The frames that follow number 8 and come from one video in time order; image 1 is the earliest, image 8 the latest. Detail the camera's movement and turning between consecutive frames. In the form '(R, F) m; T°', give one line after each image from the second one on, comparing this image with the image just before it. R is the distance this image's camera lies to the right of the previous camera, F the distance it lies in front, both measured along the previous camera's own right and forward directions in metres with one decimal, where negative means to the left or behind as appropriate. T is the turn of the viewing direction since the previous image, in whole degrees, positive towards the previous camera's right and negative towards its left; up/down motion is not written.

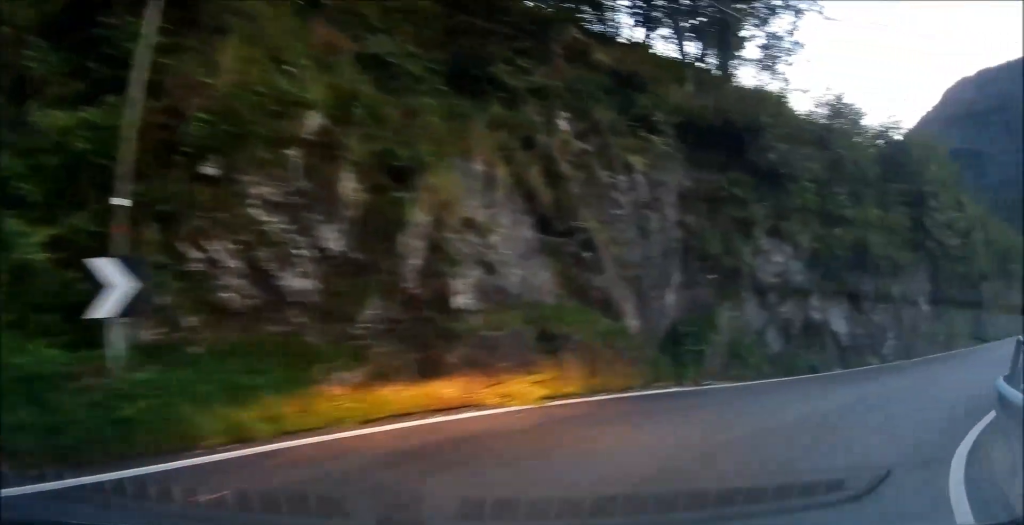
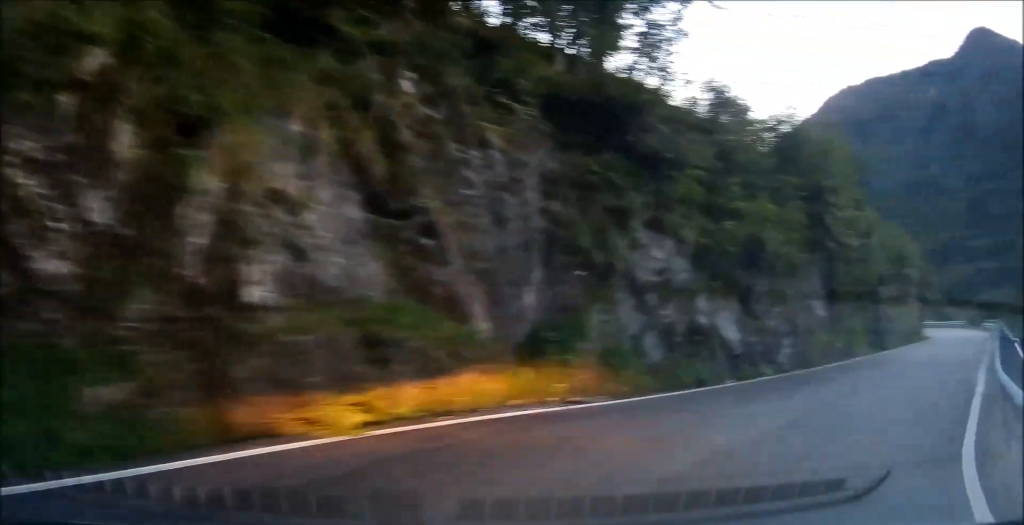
(+0.7, +2.3) m; +9°
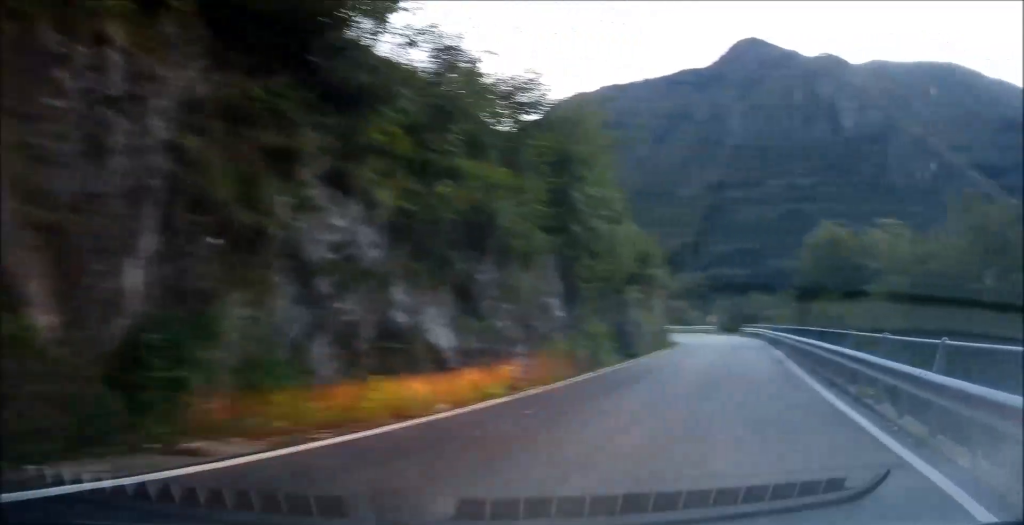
(+0.6, +5.0) m; +10°
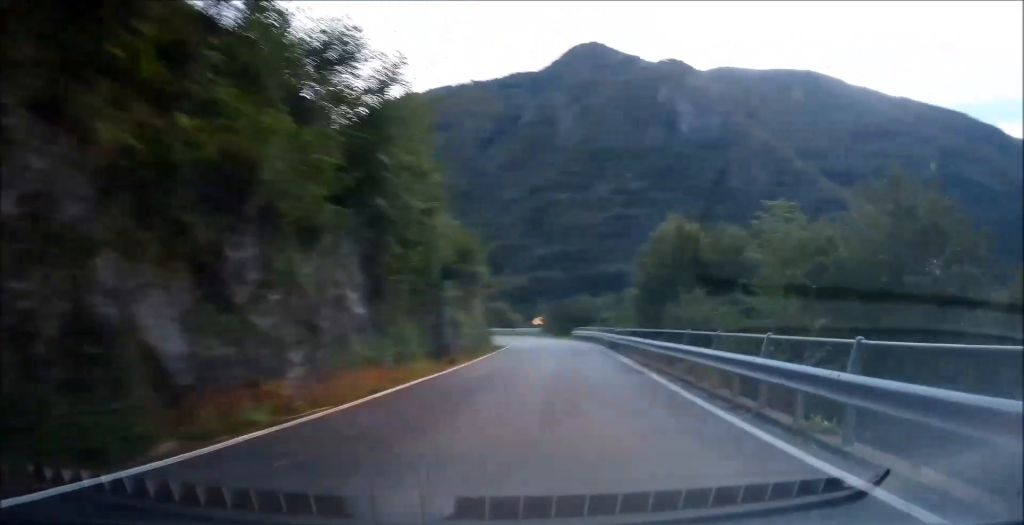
(-0.2, +4.0) m; +4°
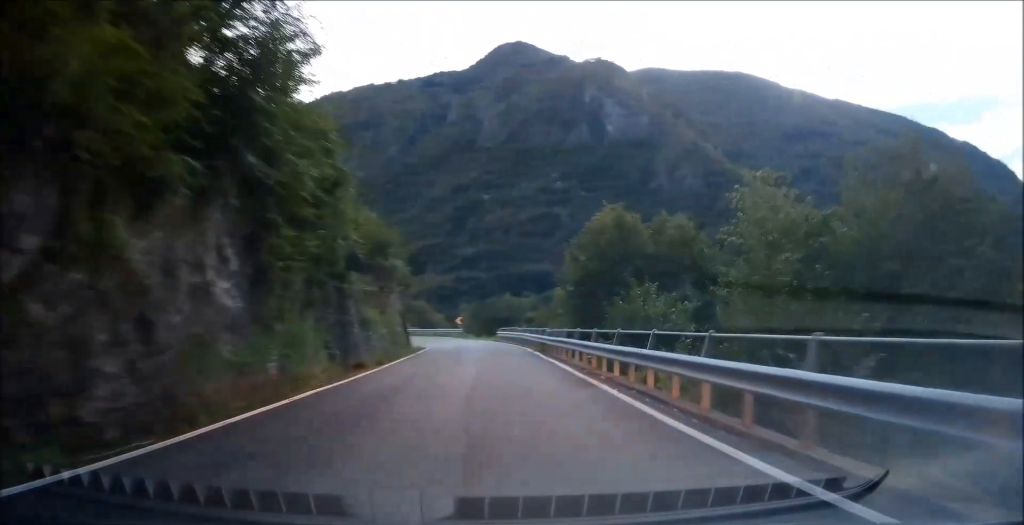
(+0.4, +4.1) m; +4°
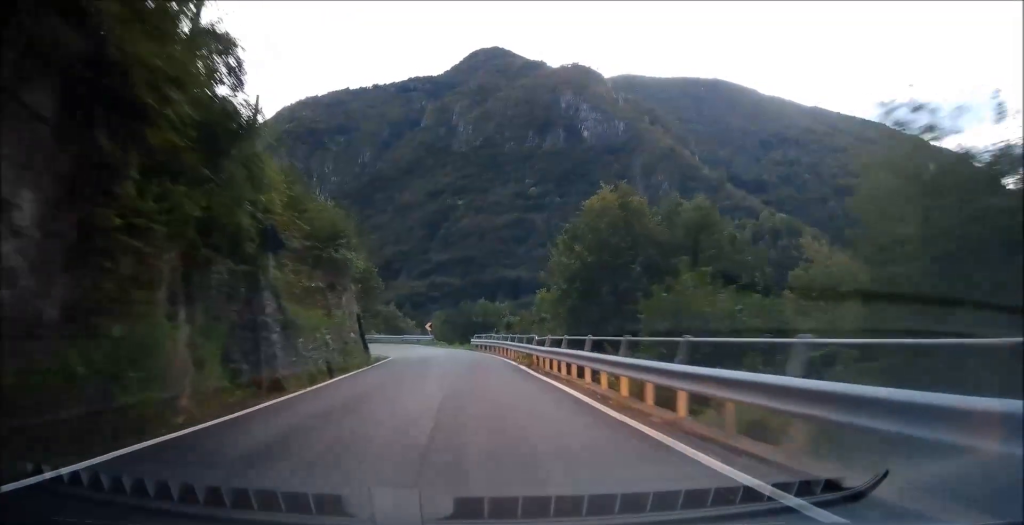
(+0.4, +6.8) m; +5°
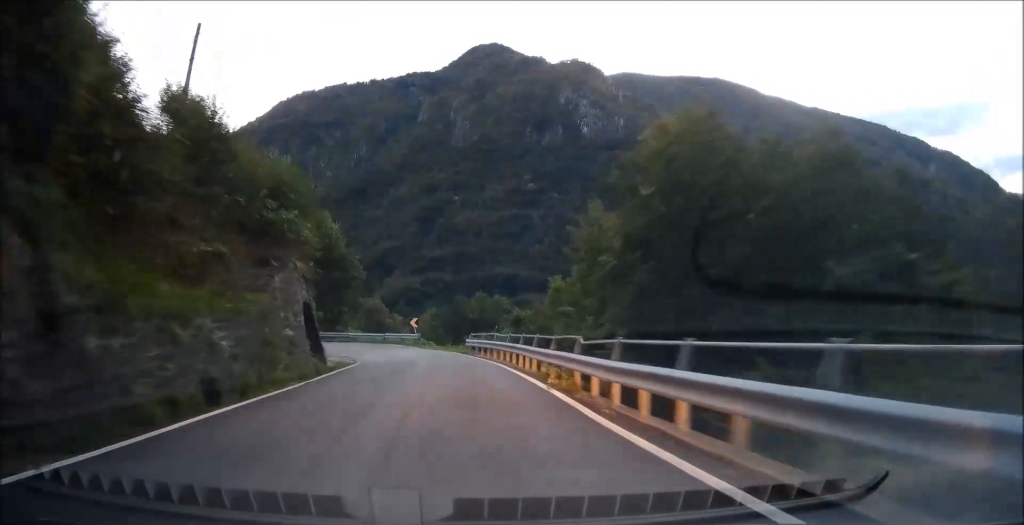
(+0.3, +10.4) m; -1°
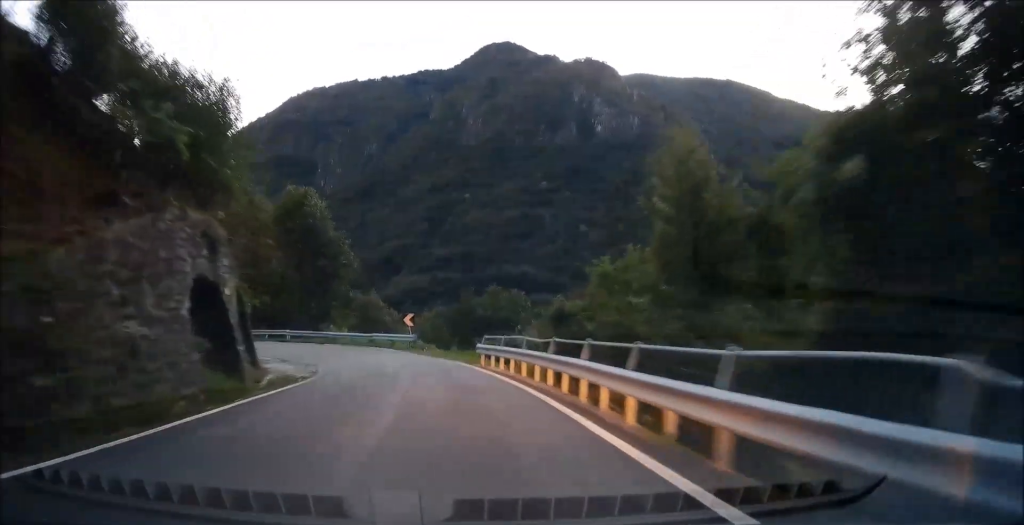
(-0.4, +10.4) m; -3°
